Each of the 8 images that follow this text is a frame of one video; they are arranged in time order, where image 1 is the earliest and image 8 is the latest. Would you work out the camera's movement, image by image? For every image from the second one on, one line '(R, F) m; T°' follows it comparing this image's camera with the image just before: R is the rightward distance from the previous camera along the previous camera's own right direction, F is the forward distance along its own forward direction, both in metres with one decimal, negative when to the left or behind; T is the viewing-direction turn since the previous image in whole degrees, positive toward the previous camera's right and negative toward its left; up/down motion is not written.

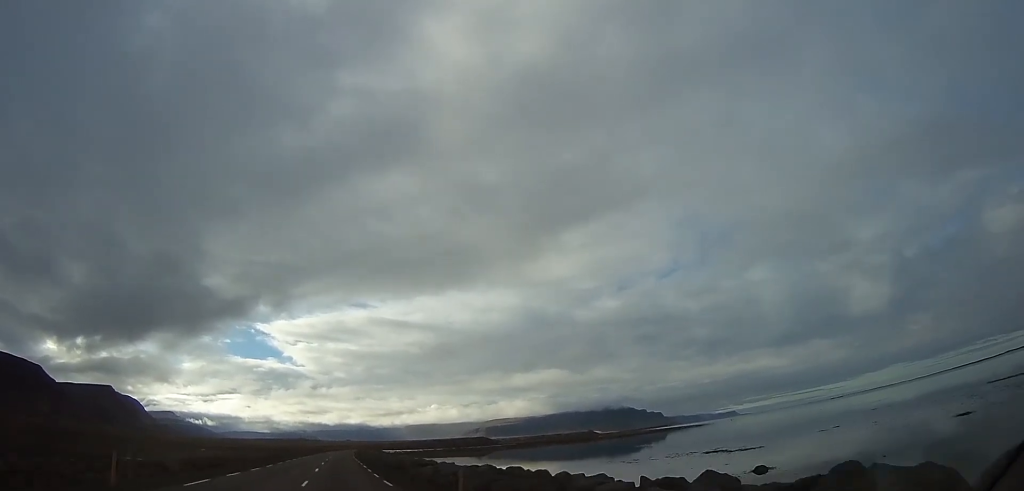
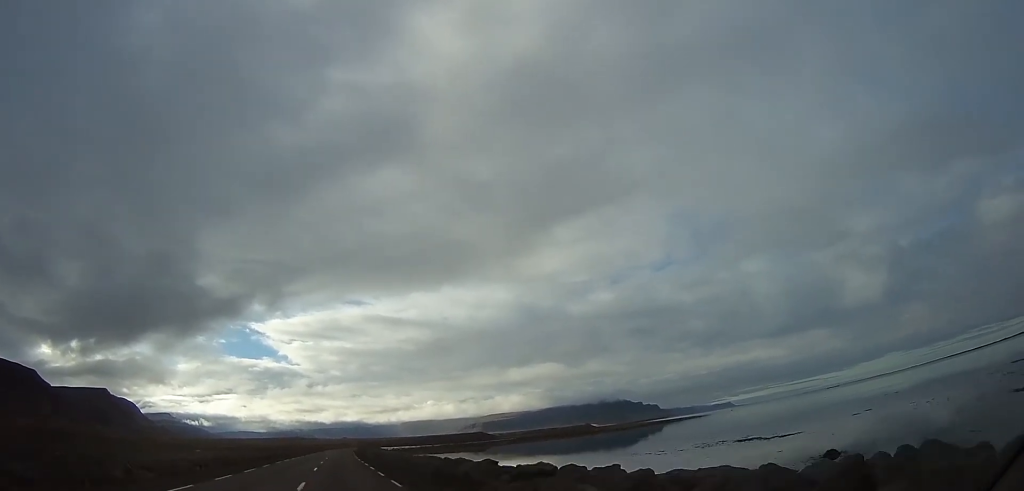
(-0.1, +13.9) m; 0°
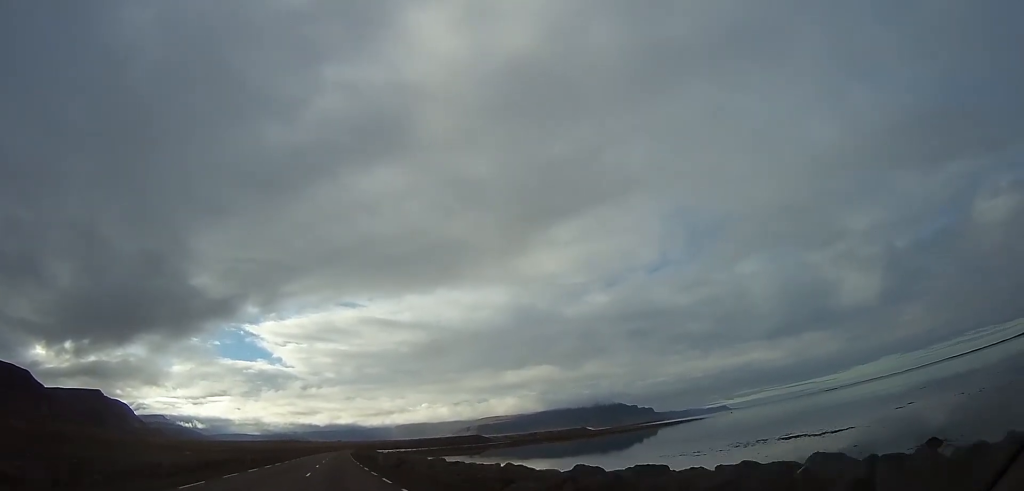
(-0.3, +16.0) m; 0°
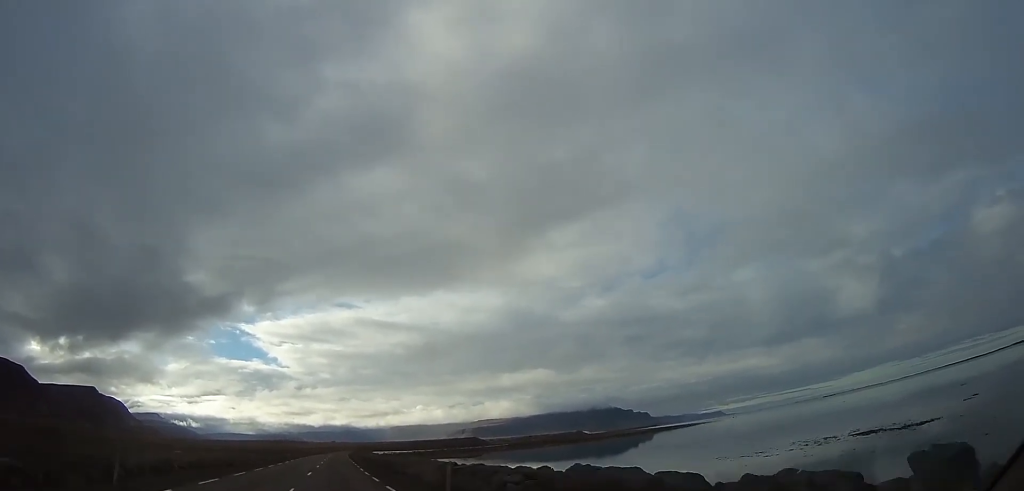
(+0.1, +21.5) m; 0°
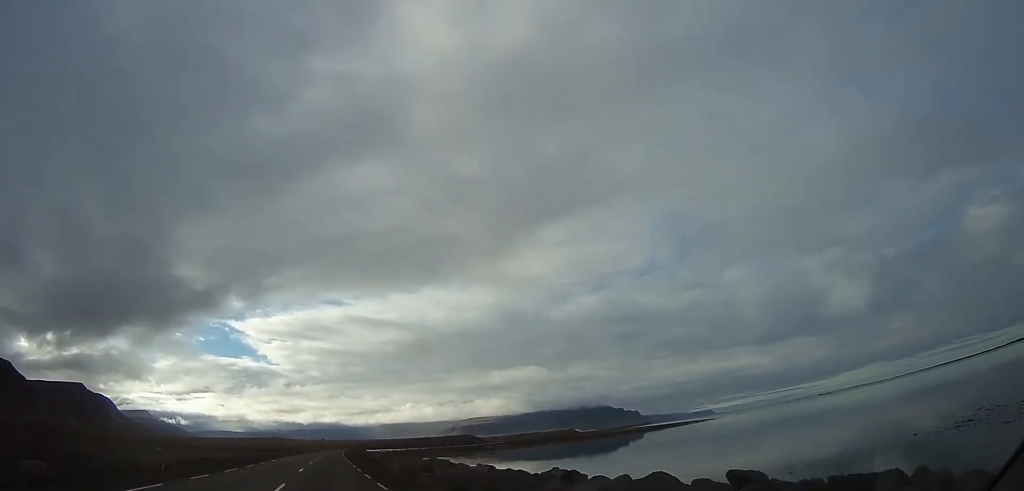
(+0.6, +47.4) m; +2°
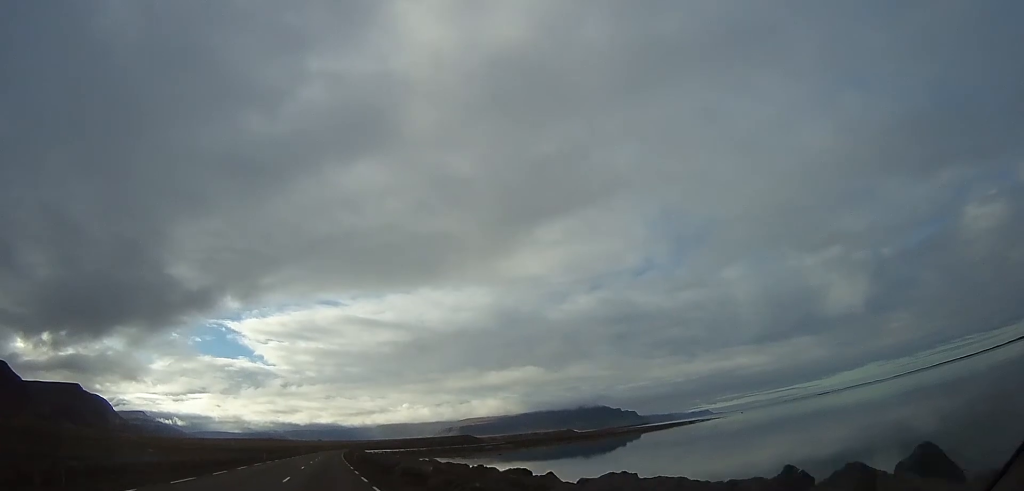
(+0.4, +19.5) m; 0°
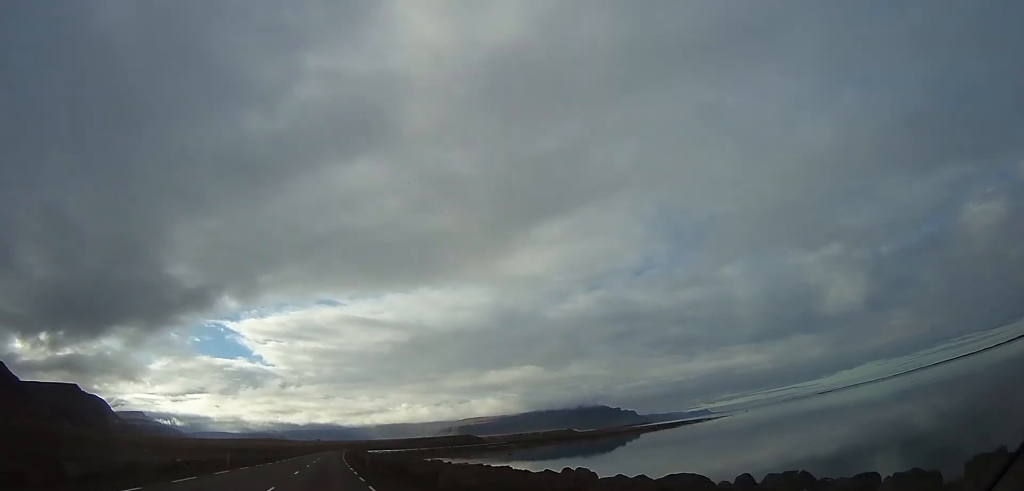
(+0.3, +17.3) m; 0°
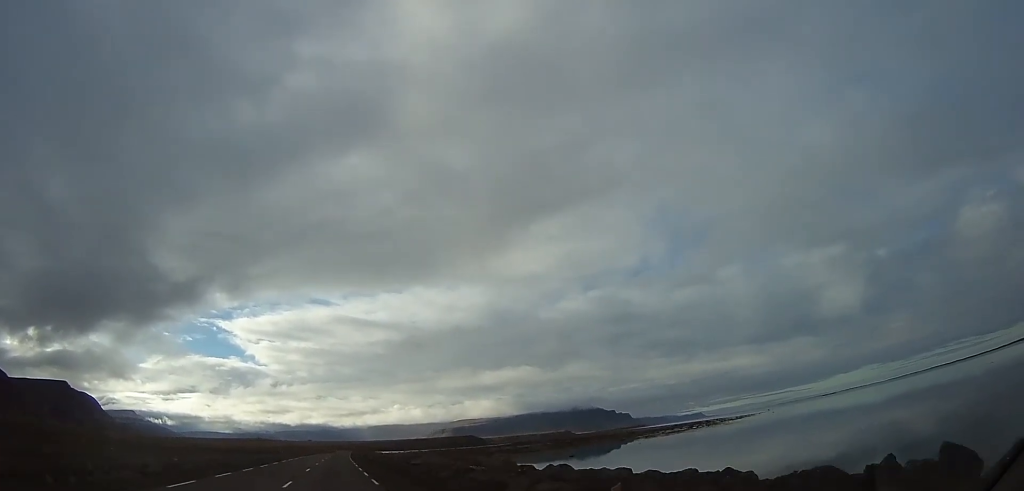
(+0.6, +79.3) m; +2°
